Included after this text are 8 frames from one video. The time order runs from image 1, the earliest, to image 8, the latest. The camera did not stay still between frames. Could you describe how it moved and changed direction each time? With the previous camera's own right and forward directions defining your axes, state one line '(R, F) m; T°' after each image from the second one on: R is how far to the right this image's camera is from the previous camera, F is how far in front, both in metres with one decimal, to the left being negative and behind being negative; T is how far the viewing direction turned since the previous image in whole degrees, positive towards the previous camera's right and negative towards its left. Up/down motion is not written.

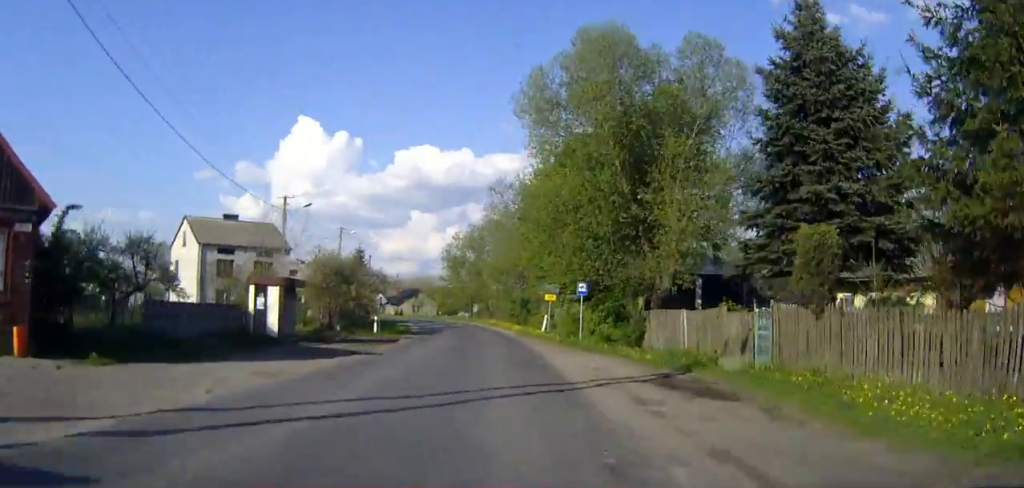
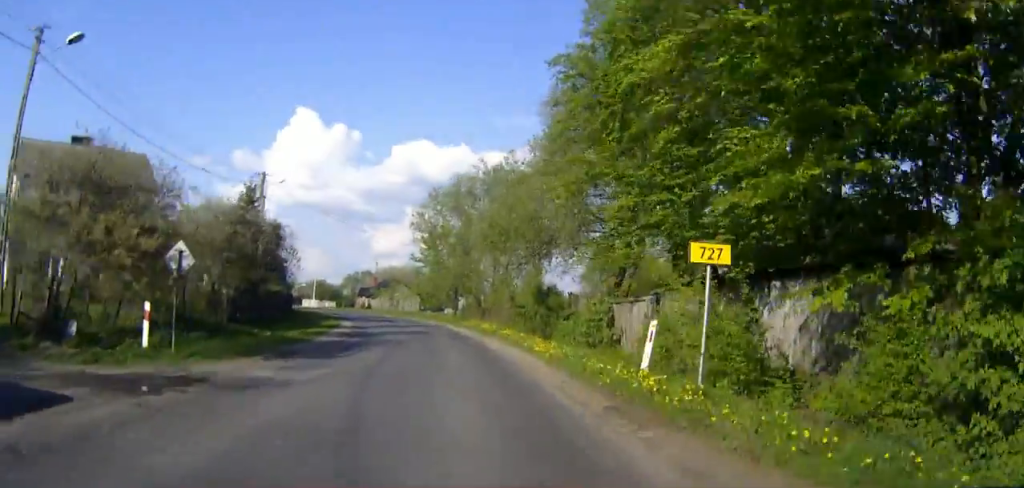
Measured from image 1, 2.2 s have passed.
(+2.1, +28.5) m; +4°
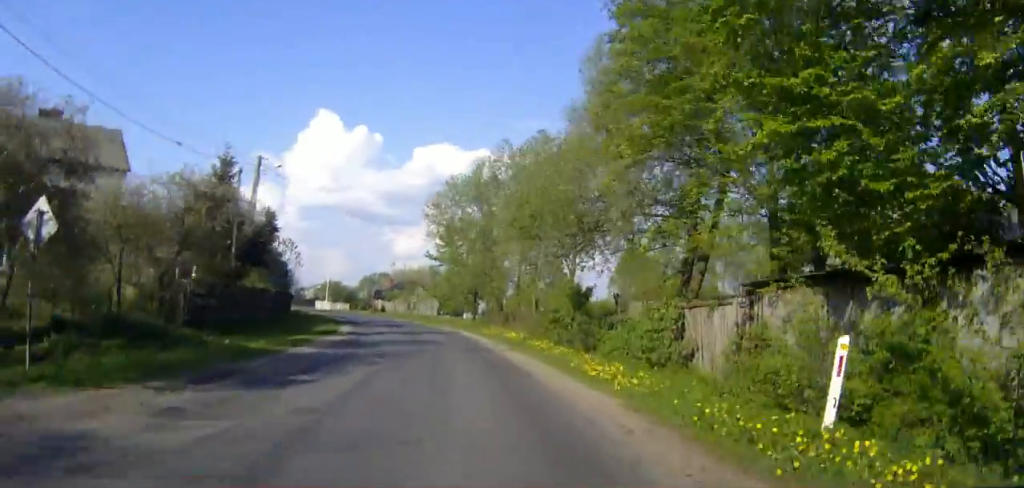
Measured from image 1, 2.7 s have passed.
(0.0, +6.5) m; -1°
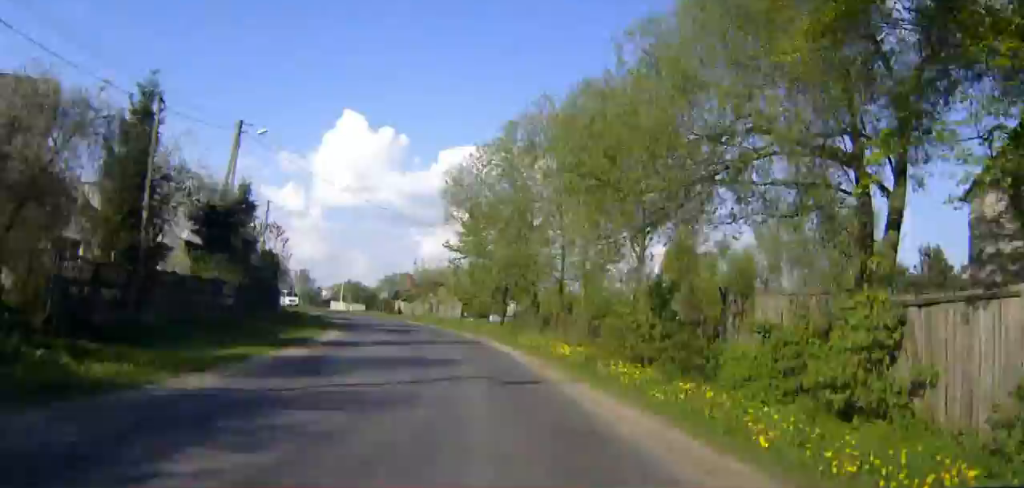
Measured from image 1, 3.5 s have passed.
(-0.1, +9.7) m; -2°
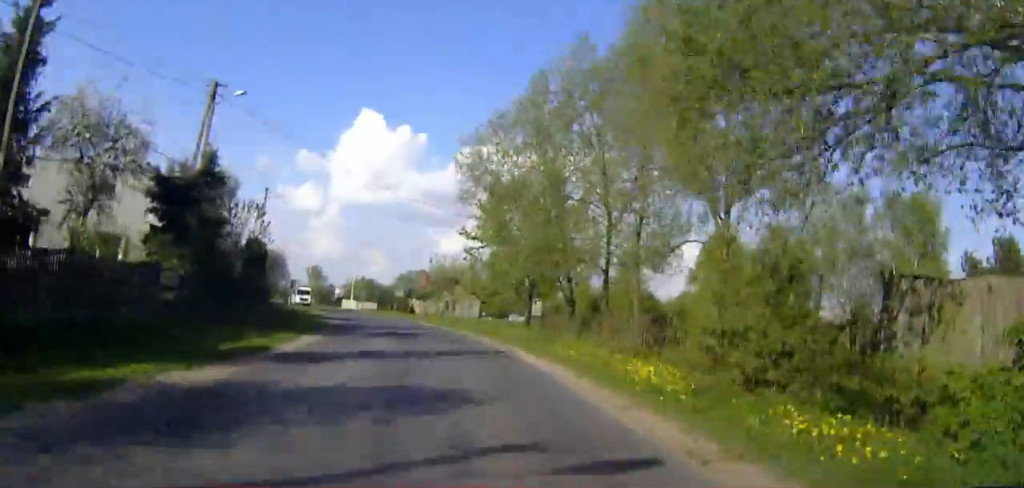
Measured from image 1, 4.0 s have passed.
(0.0, +7.1) m; -1°
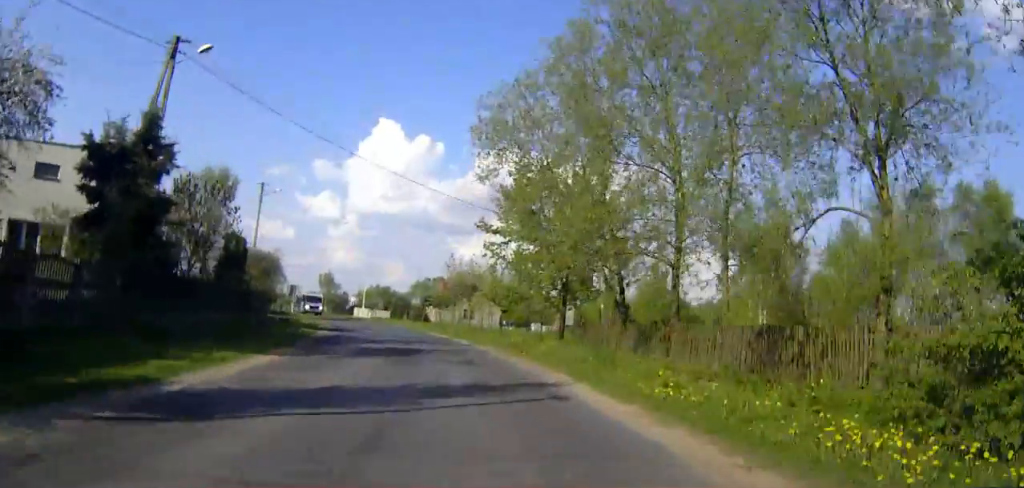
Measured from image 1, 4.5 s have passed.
(-0.1, +7.2) m; -2°
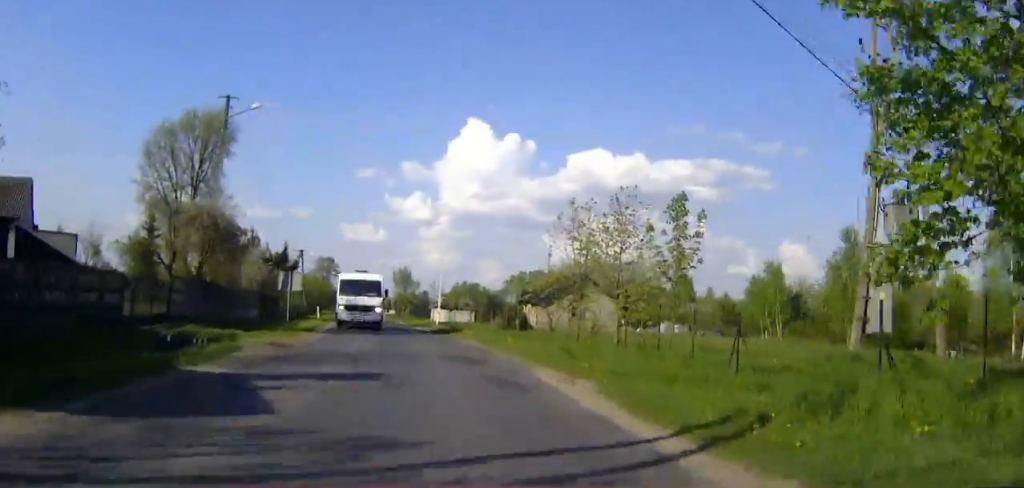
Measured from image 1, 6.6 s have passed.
(-1.6, +27.7) m; -7°
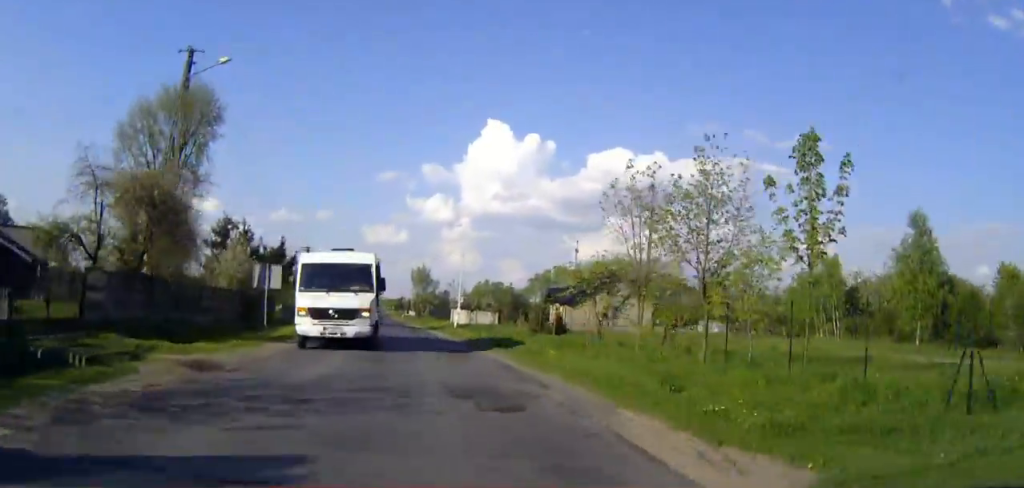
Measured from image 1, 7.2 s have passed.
(-0.1, +7.5) m; -2°
